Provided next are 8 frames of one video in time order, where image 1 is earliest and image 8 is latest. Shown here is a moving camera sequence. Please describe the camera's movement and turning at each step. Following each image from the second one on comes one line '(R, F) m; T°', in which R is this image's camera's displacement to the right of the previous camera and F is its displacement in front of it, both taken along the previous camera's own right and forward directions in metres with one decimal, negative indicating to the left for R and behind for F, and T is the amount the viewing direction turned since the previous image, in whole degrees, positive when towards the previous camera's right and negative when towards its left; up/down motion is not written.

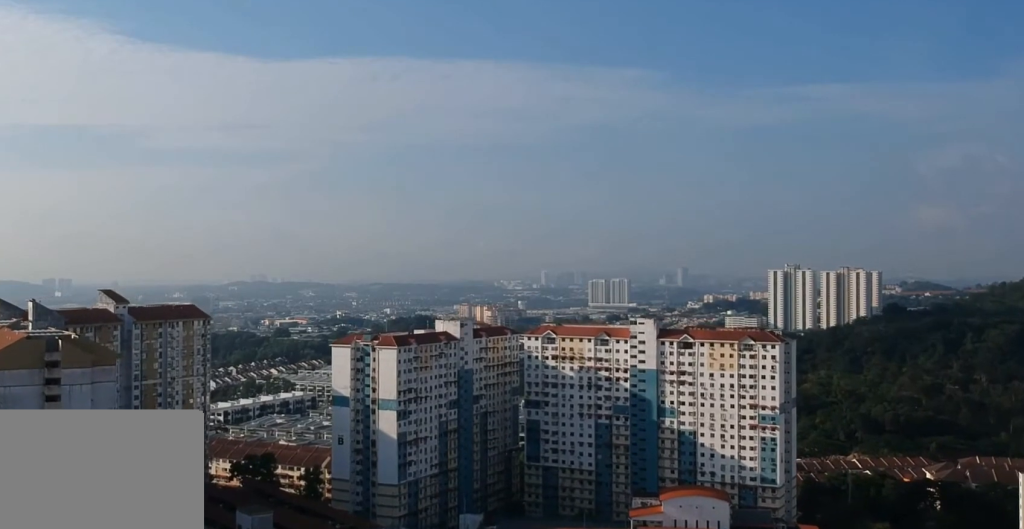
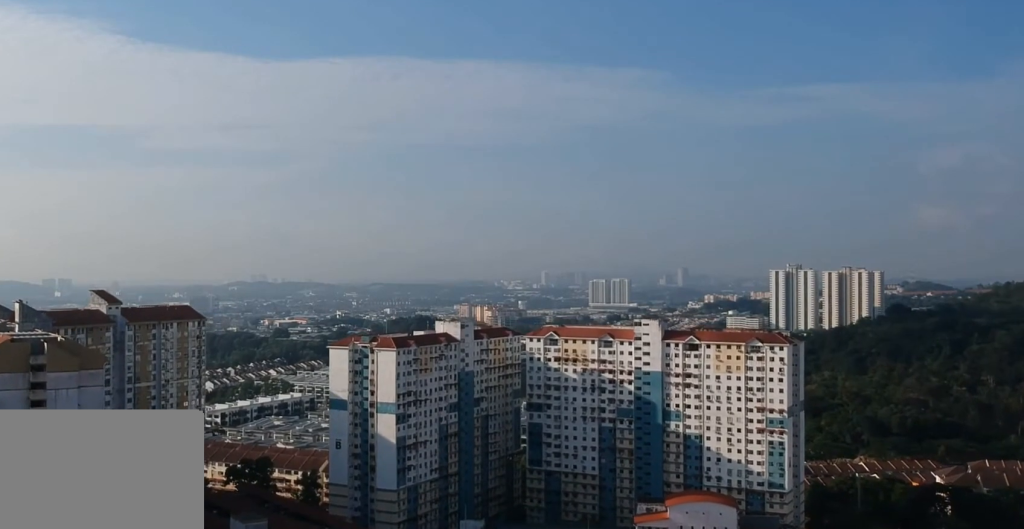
(0.0, +6.8) m; 0°
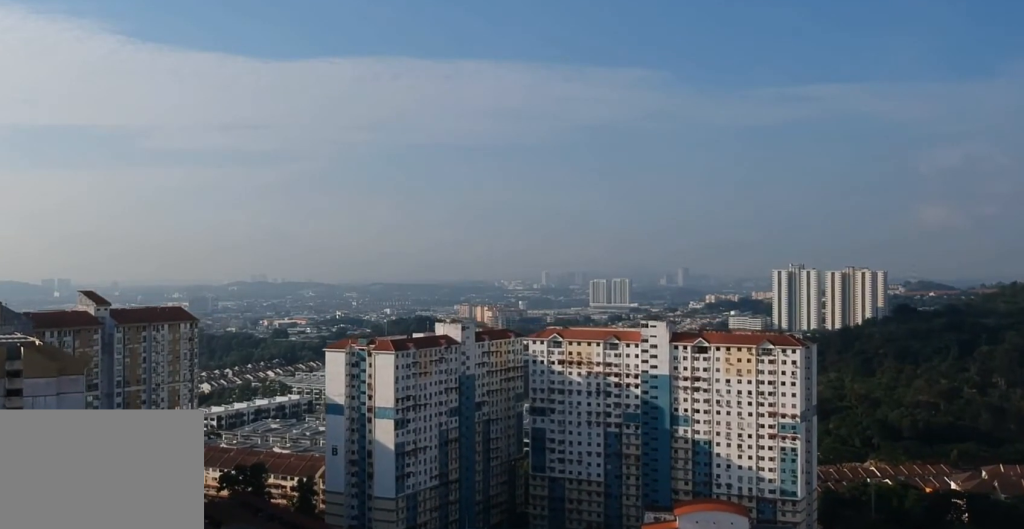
(0.0, +11.0) m; 0°
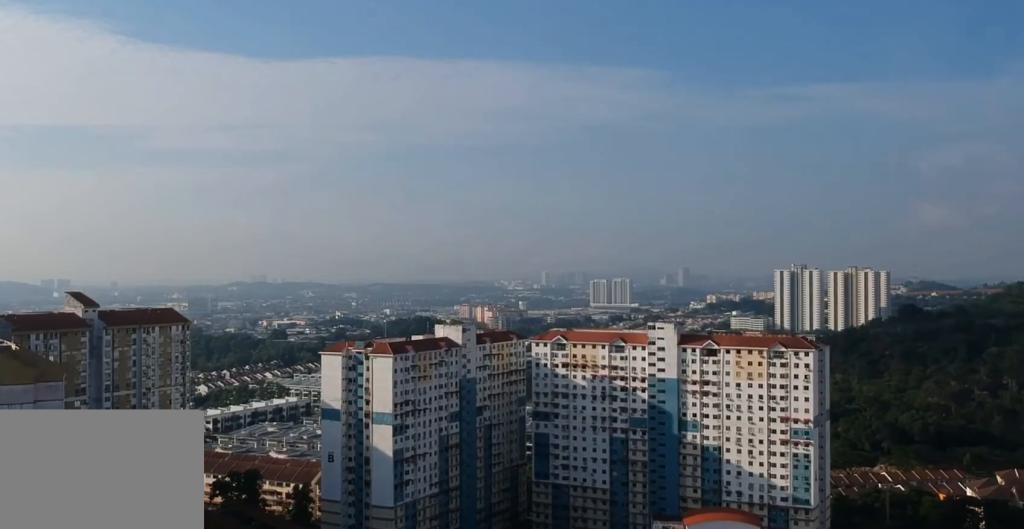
(0.0, +11.0) m; 0°
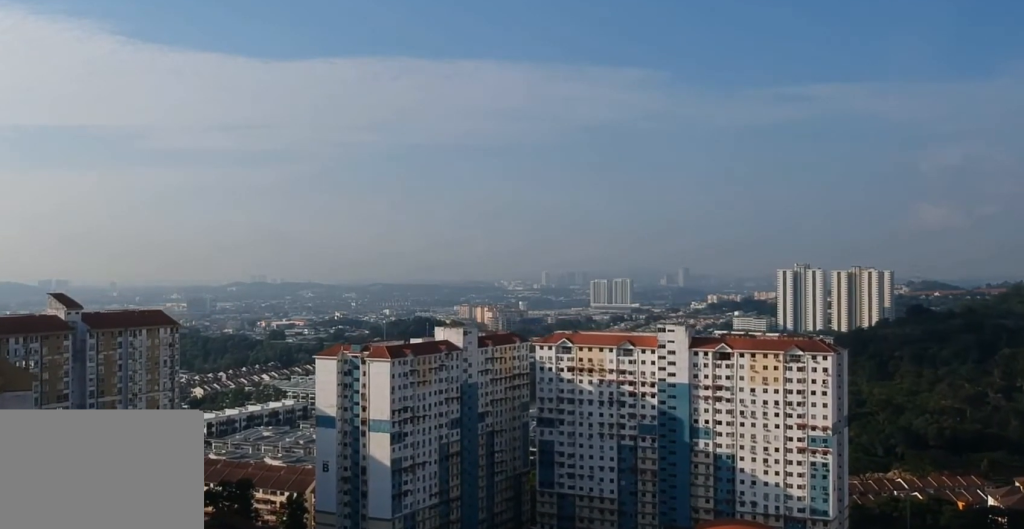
(0.0, +13.1) m; 0°
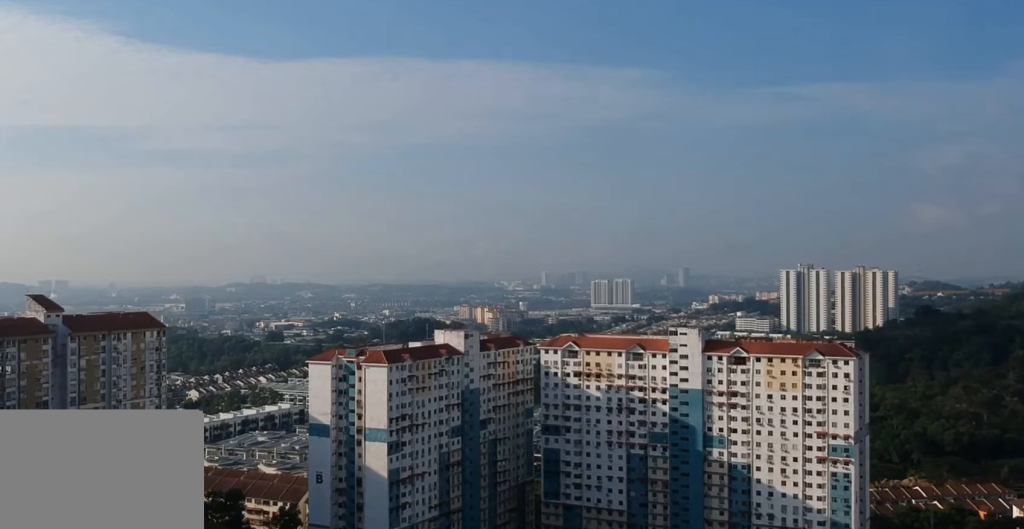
(0.0, +13.9) m; 0°
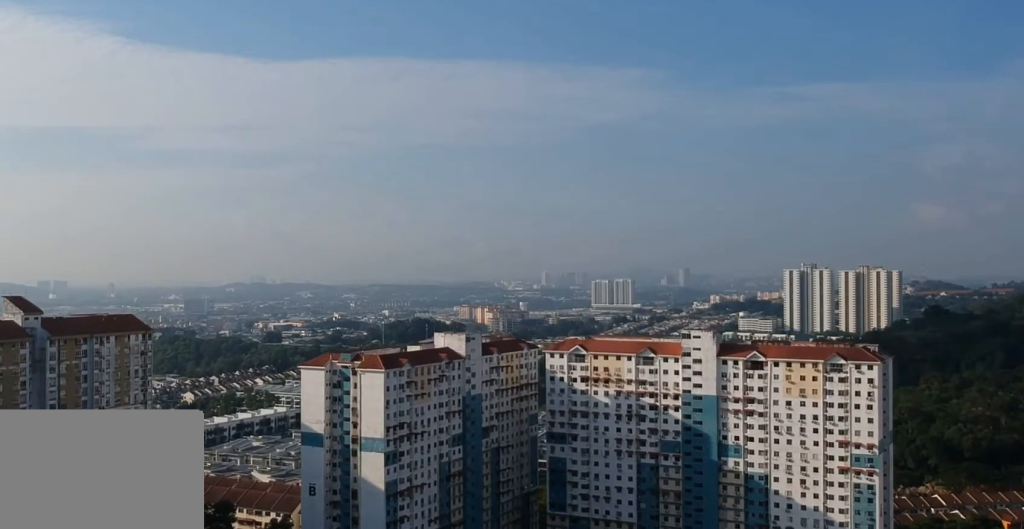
(0.0, +14.4) m; 0°
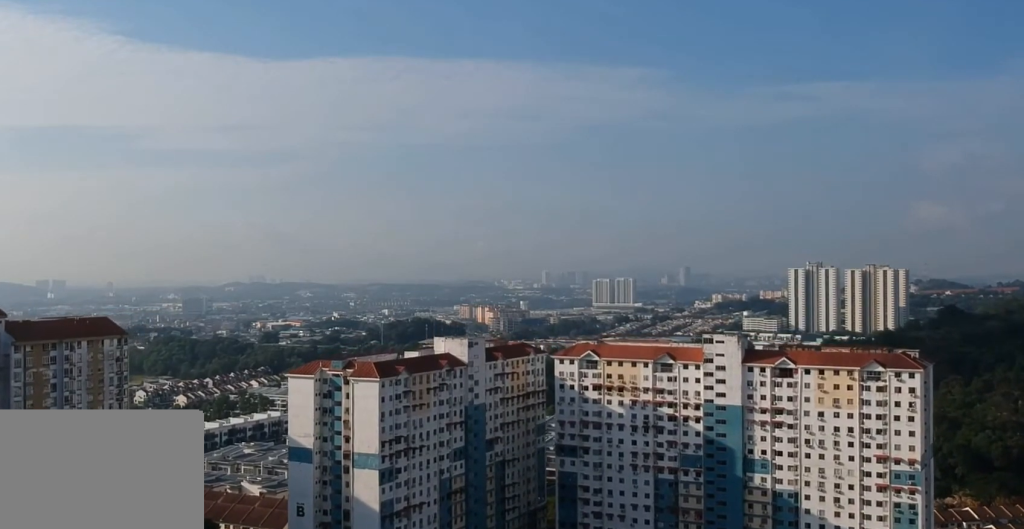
(0.0, +19.7) m; 0°
